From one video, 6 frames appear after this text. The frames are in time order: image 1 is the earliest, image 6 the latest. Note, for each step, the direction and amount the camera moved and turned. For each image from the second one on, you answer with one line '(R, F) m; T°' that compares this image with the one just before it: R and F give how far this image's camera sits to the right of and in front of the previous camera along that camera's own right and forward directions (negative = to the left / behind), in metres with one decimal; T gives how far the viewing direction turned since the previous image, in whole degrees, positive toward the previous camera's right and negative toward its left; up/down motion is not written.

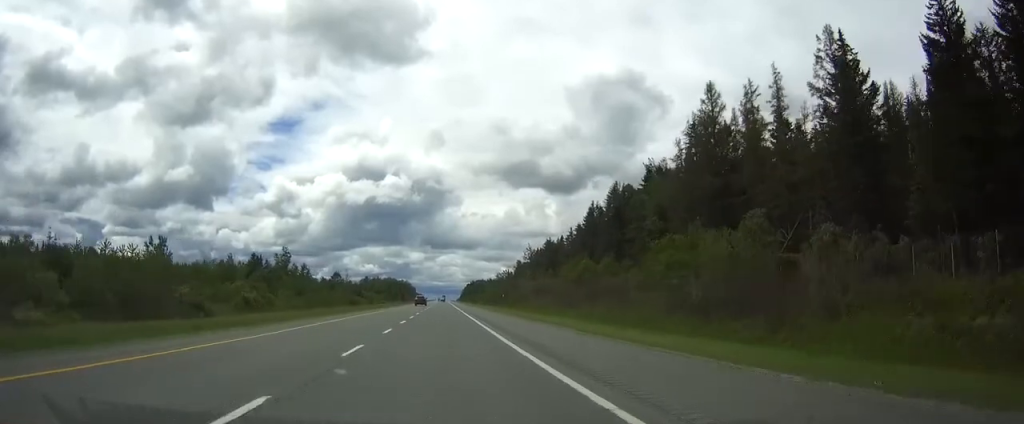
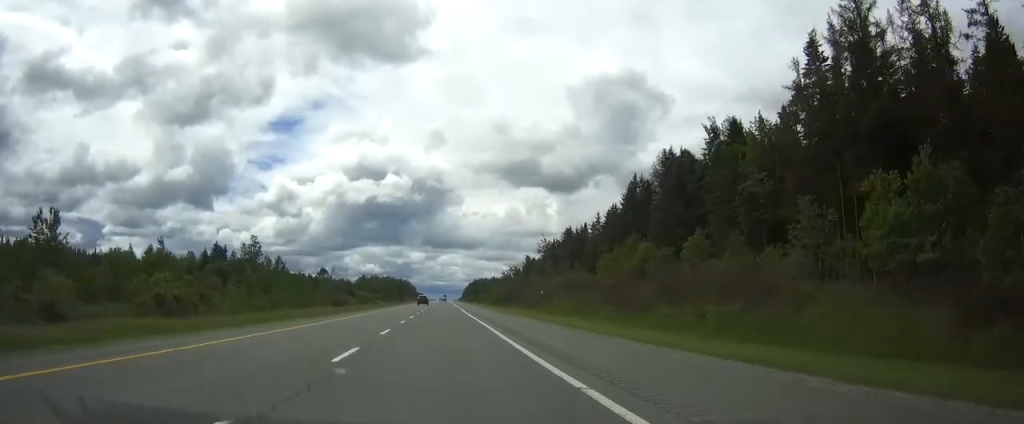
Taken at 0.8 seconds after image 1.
(0.0, +28.3) m; 0°
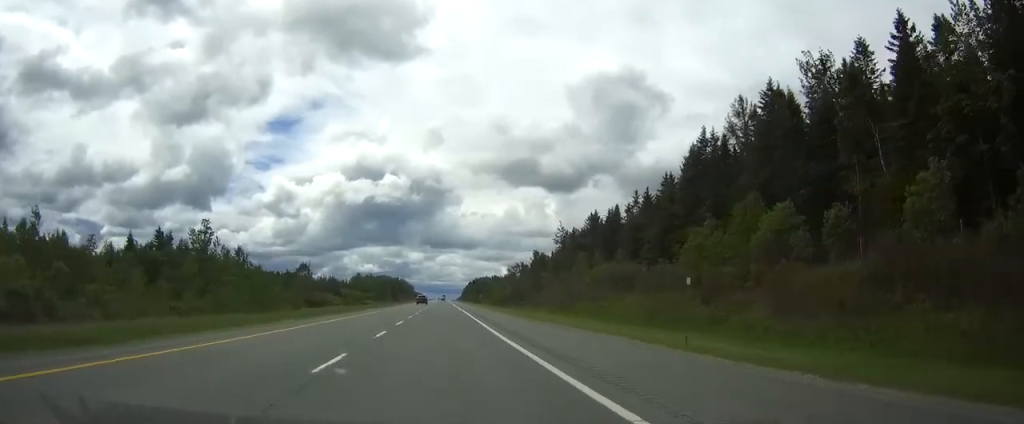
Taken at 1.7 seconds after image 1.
(+0.1, +28.3) m; 0°
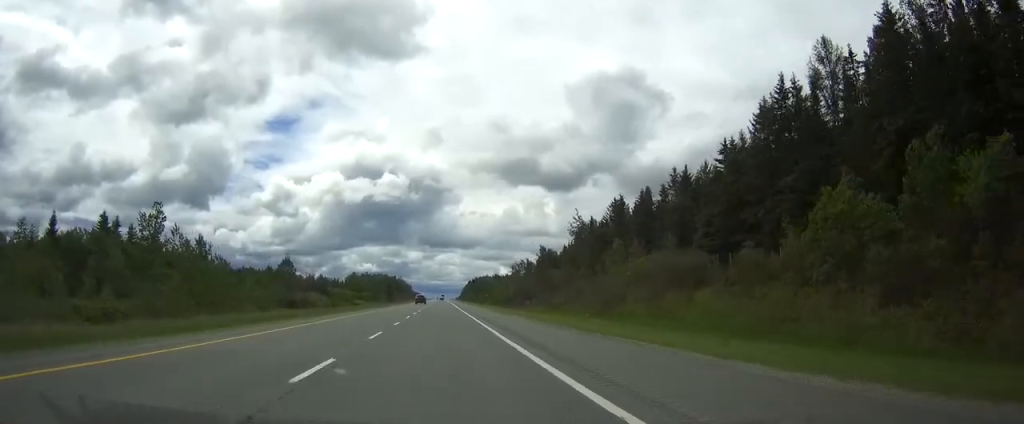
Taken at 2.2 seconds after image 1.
(0.0, +19.2) m; 0°
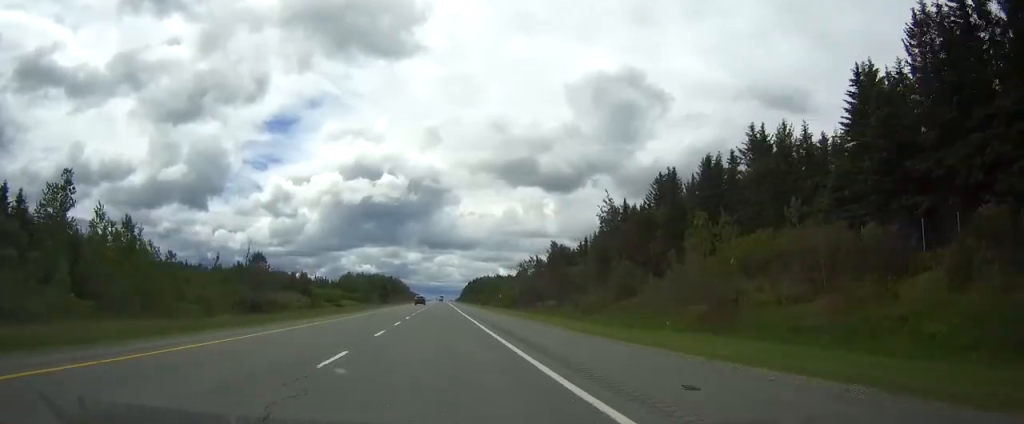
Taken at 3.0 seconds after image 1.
(-0.1, +24.9) m; 0°
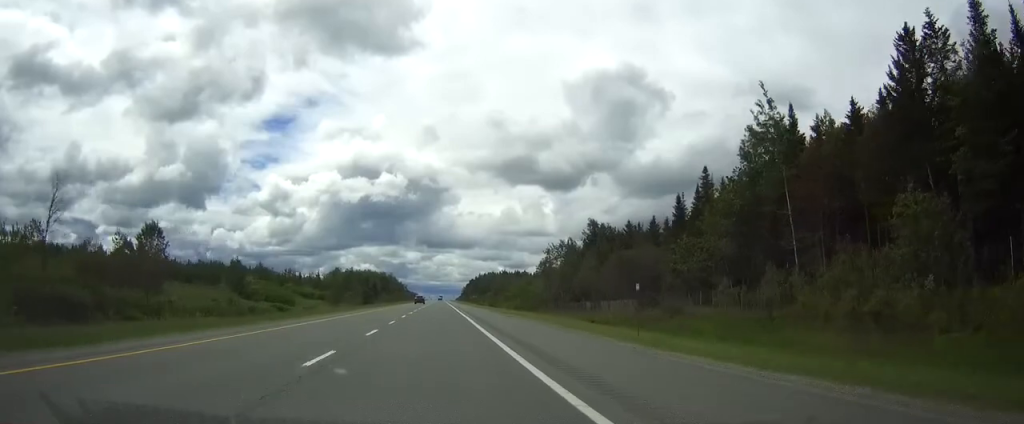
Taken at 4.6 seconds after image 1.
(+0.2, +54.1) m; 0°
